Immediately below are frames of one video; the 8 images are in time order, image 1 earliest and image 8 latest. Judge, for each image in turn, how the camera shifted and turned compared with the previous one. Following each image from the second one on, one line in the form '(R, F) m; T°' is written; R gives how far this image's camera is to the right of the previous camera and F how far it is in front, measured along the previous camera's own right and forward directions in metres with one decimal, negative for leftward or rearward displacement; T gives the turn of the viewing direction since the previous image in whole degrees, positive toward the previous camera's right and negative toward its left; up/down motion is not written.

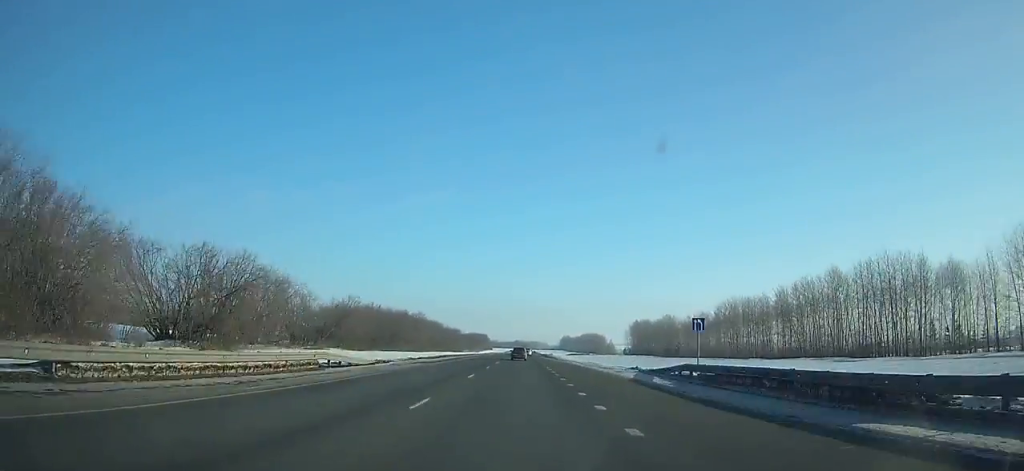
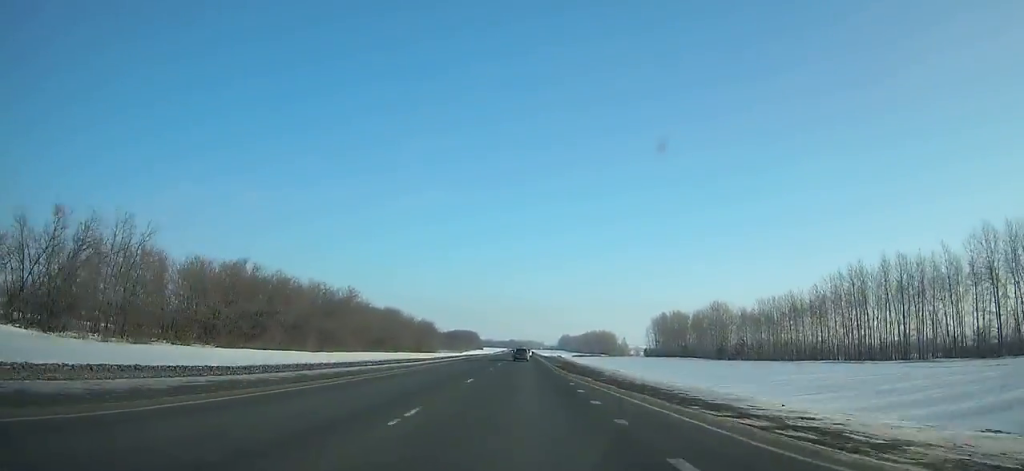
(+0.3, +74.0) m; 0°
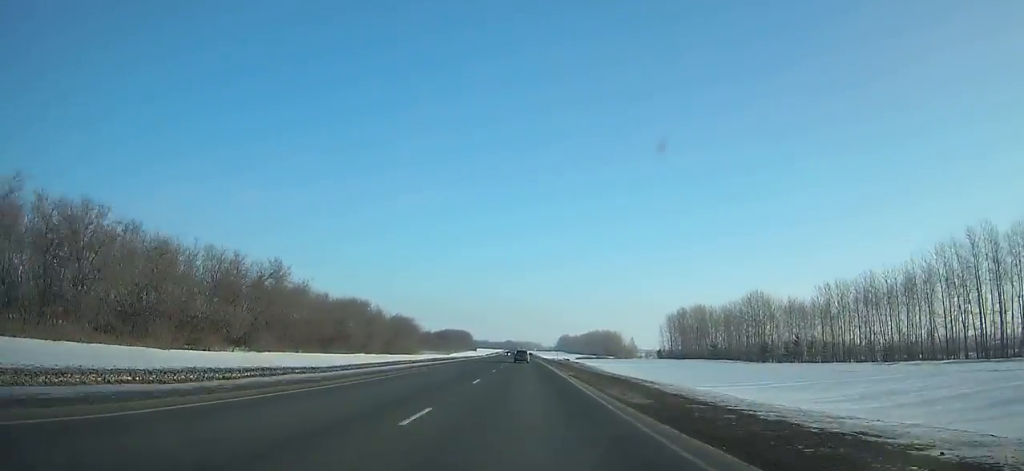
(+0.1, +35.7) m; 0°
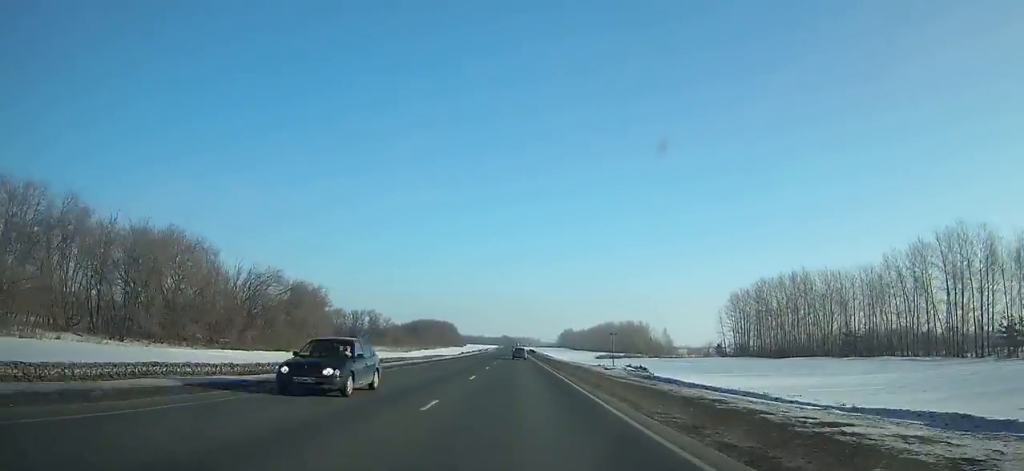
(0.0, +82.3) m; 0°
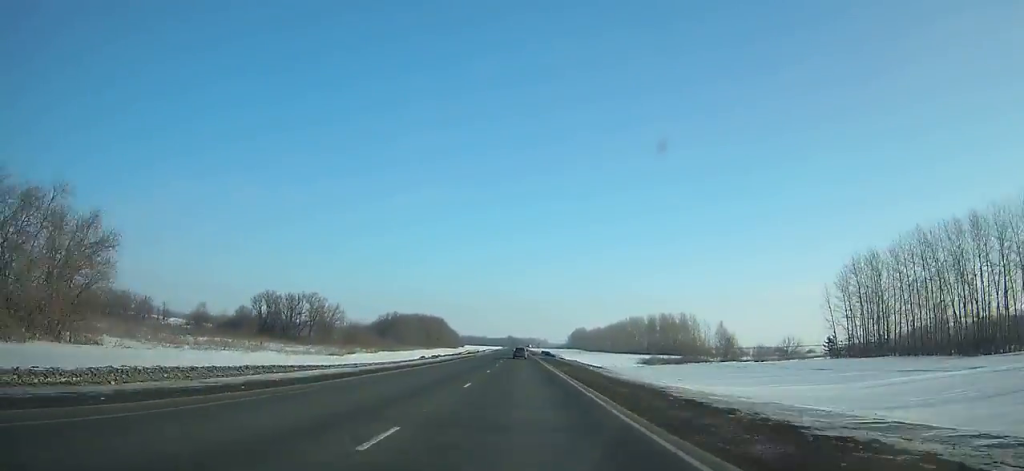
(-0.2, +64.3) m; 0°
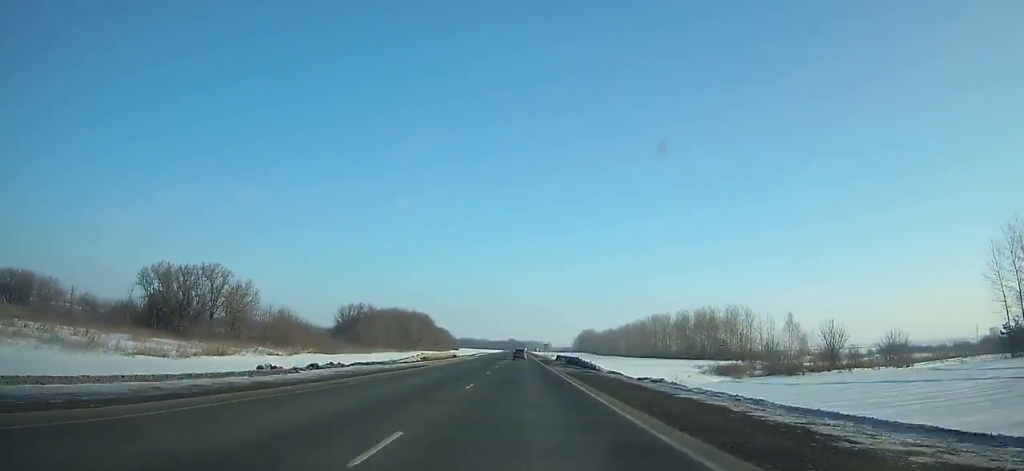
(-0.1, +48.9) m; 0°
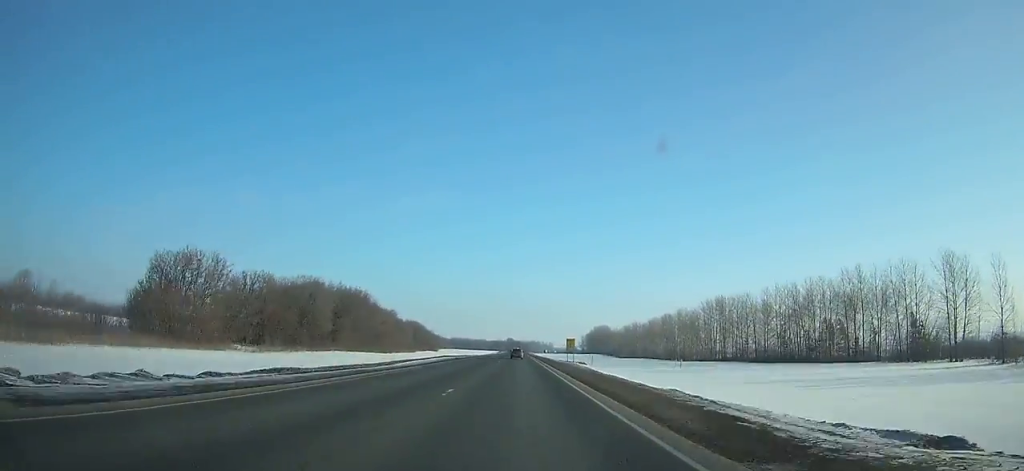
(0.0, +87.1) m; 0°
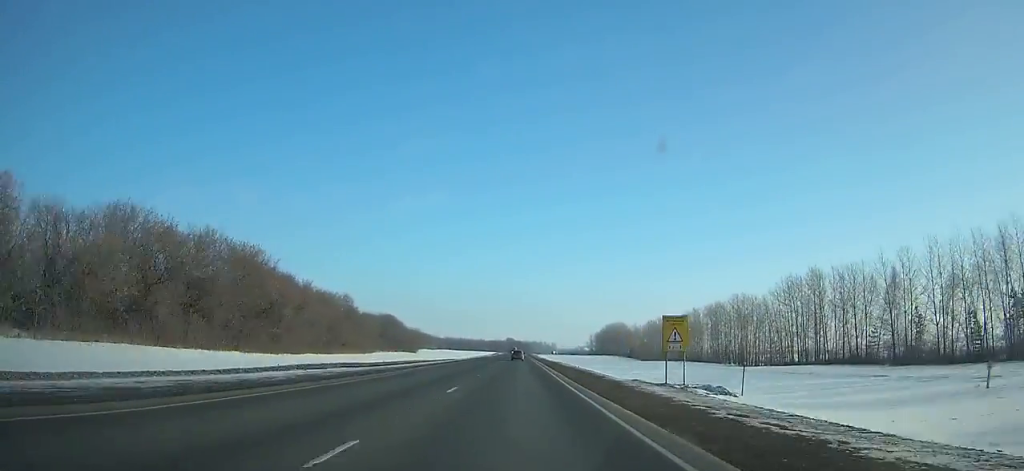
(+0.2, +58.8) m; 0°
